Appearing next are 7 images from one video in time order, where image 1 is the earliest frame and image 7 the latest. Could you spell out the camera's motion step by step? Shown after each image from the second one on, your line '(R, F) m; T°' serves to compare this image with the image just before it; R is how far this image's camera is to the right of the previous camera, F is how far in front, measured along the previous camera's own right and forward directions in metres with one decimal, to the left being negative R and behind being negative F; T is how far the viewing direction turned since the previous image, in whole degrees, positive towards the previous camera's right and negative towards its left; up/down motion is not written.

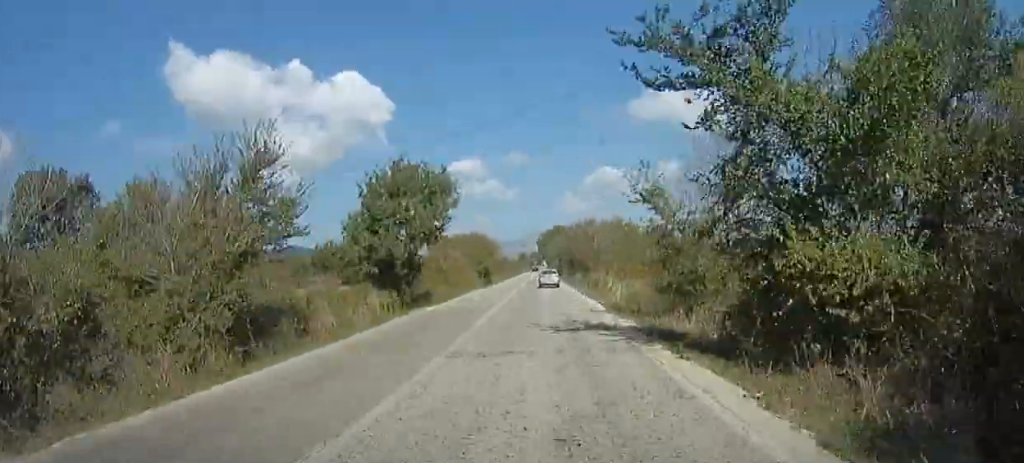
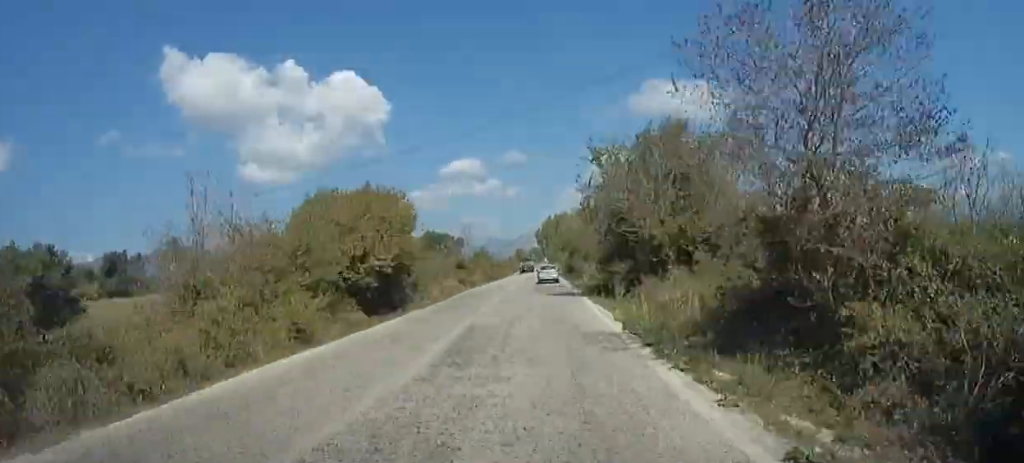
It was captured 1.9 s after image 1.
(-0.2, +45.6) m; -1°
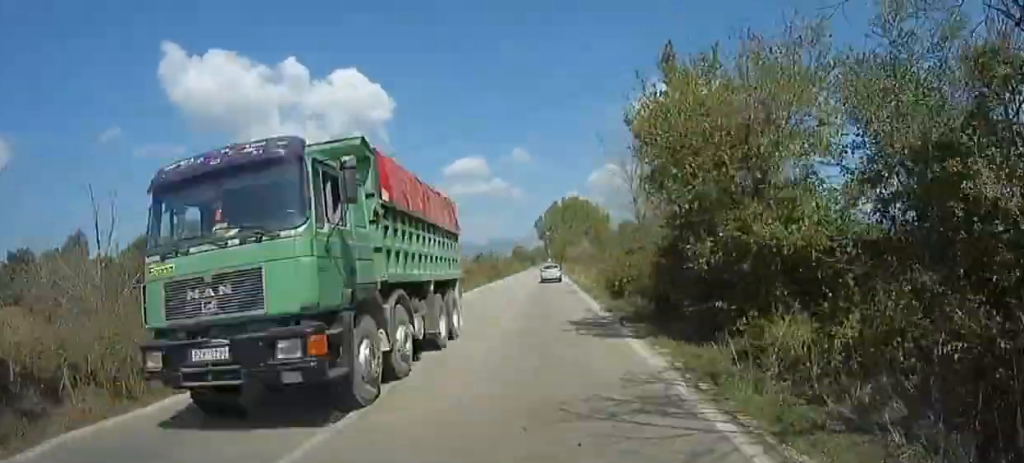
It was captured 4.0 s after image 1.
(-0.5, +49.4) m; -1°
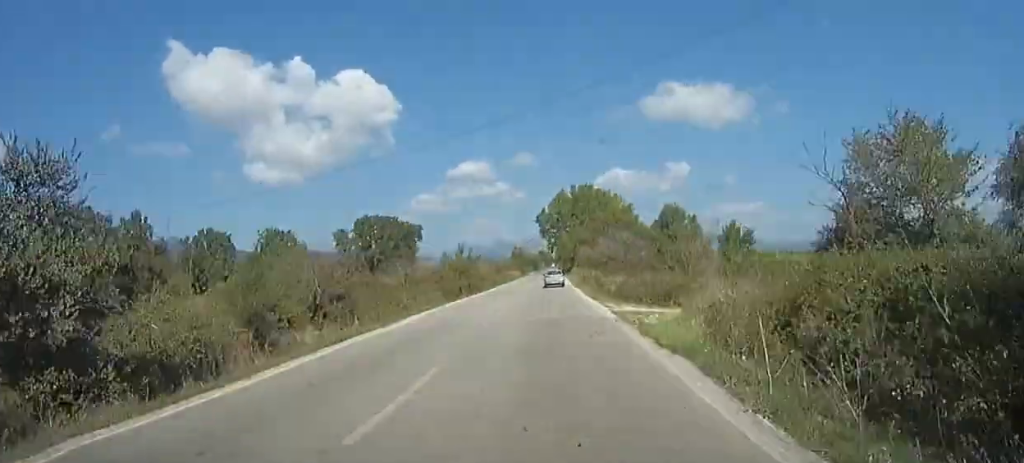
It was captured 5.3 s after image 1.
(0.0, +31.4) m; 0°
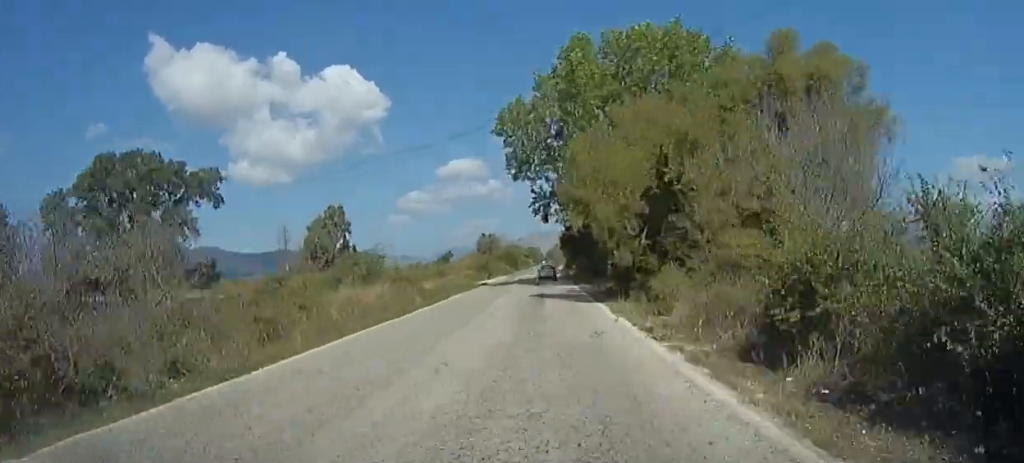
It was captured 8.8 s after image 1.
(+0.1, +79.7) m; +2°
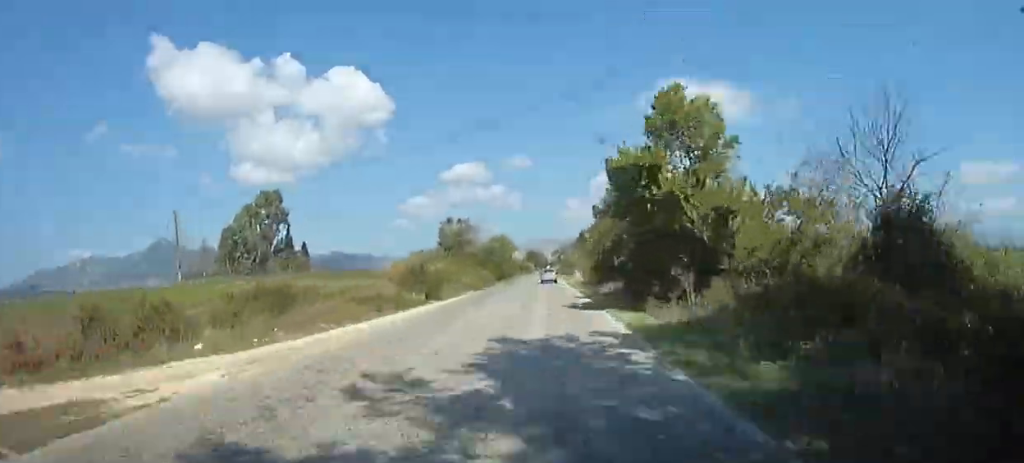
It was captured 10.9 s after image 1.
(+1.0, +50.3) m; 0°
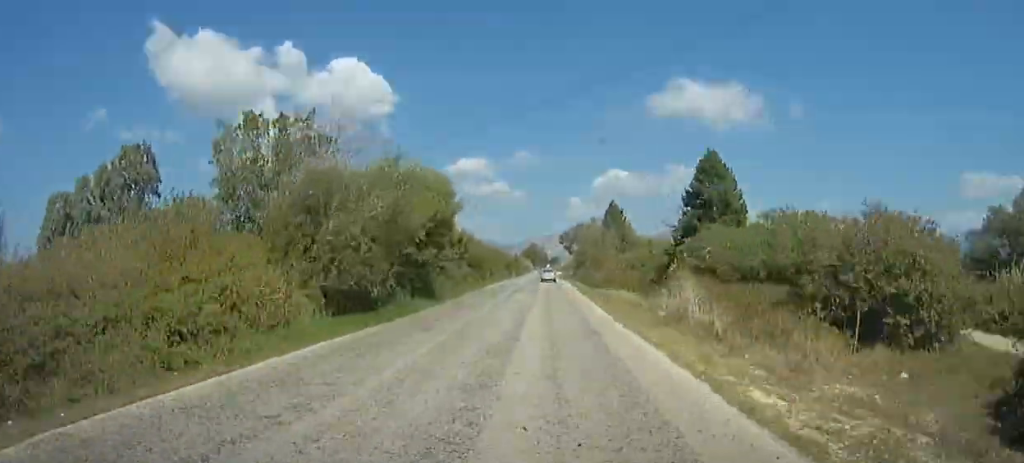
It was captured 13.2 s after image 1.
(-1.2, +52.4) m; -1°
